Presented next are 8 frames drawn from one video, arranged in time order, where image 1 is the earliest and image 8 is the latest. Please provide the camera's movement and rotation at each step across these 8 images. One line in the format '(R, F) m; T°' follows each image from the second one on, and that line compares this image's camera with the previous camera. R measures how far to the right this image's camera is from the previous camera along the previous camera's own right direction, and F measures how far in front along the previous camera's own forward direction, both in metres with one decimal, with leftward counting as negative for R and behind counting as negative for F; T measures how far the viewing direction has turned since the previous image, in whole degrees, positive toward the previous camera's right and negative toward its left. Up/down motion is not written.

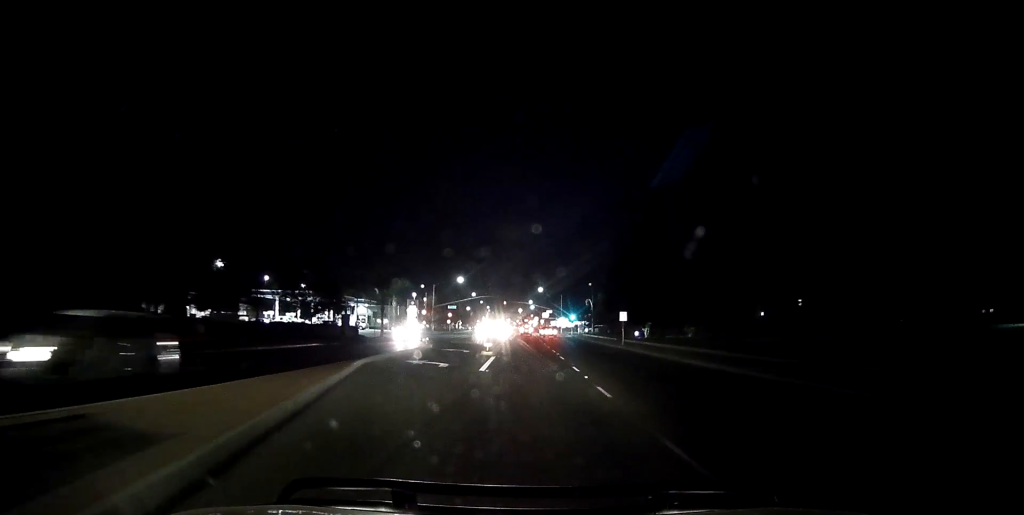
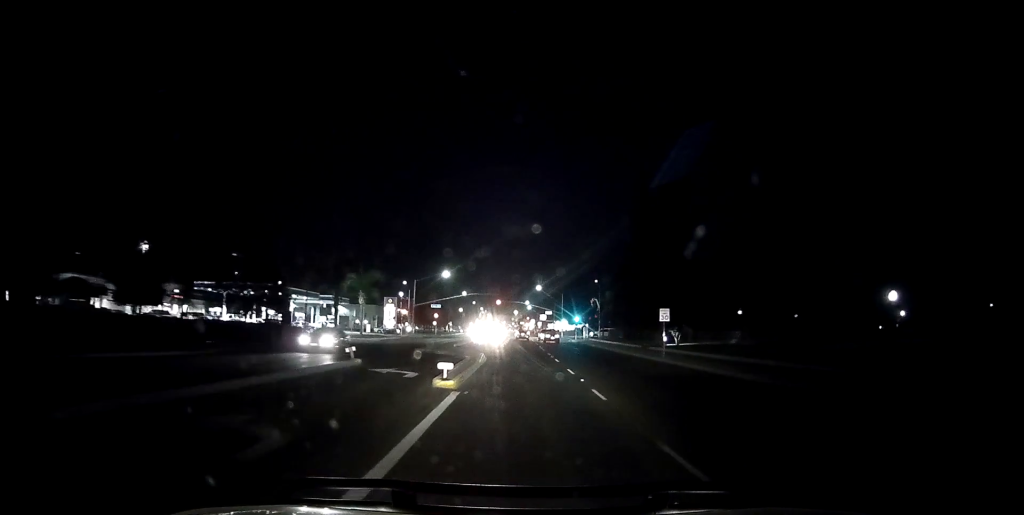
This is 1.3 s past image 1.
(+0.3, +14.4) m; +2°
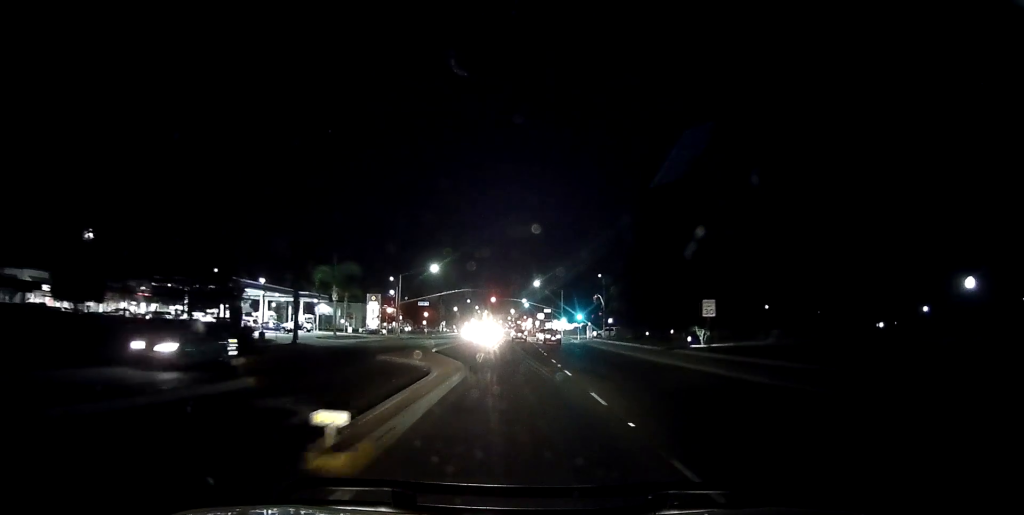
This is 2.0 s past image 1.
(+0.1, +8.1) m; +1°
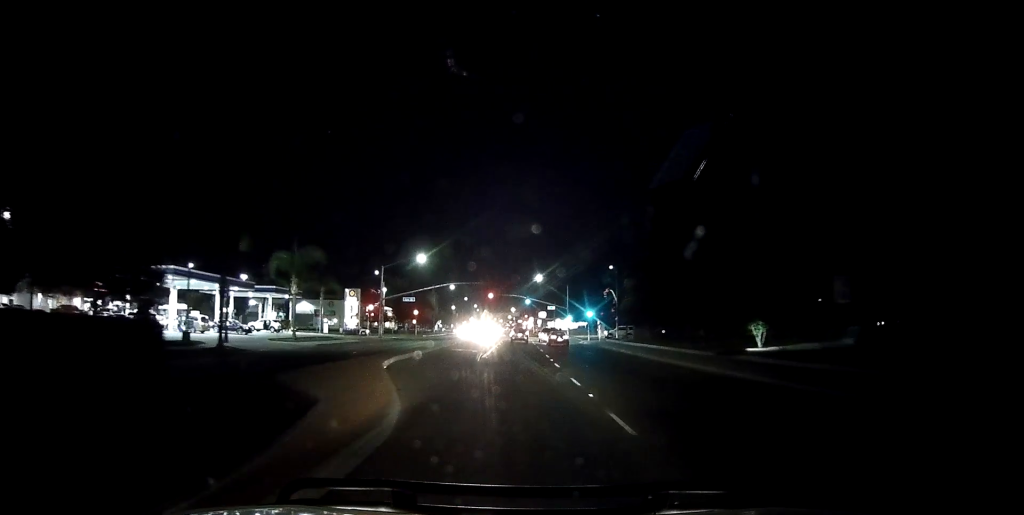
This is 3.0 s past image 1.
(-0.1, +10.3) m; 0°
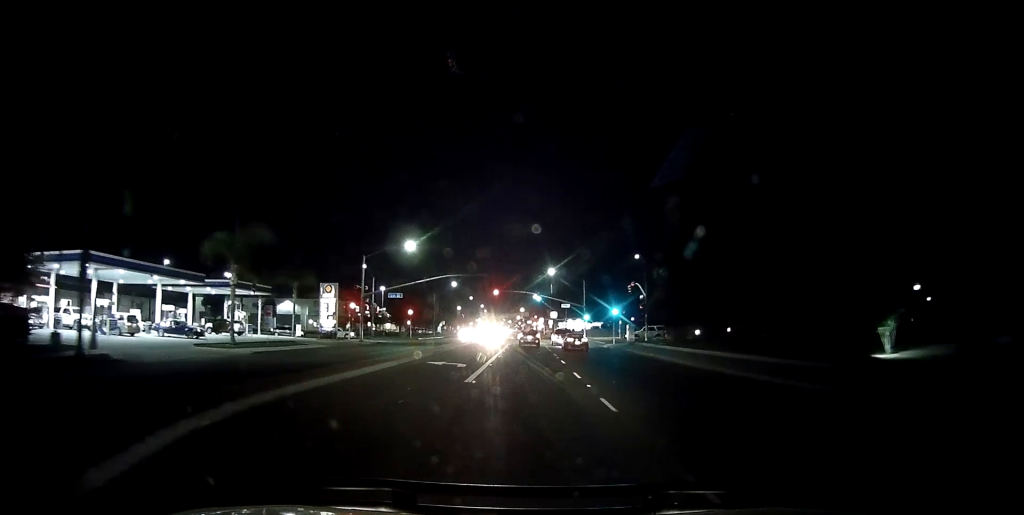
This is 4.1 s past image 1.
(0.0, +11.2) m; -2°
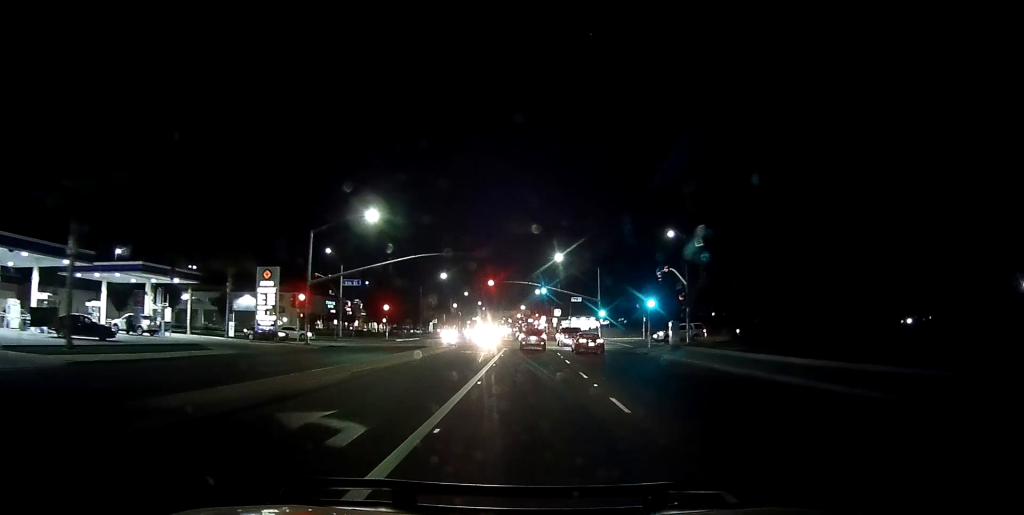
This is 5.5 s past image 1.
(-0.8, +14.2) m; 0°
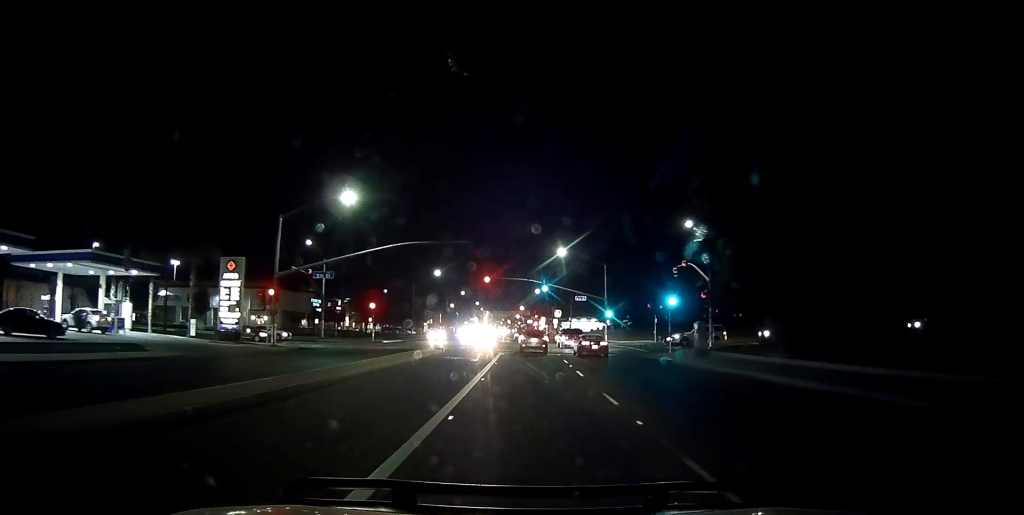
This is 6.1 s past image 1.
(+0.3, +5.7) m; +2°
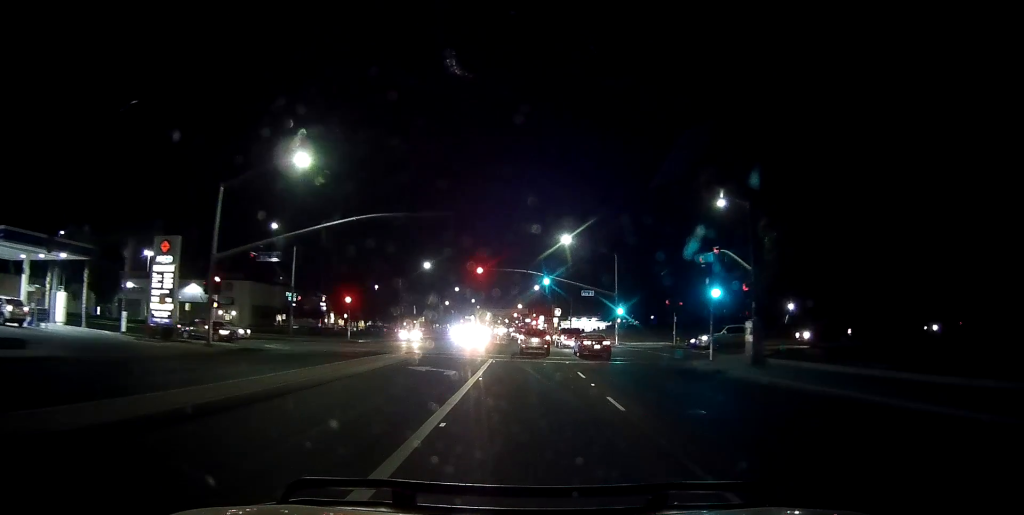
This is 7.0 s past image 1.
(+0.6, +7.9) m; +1°
